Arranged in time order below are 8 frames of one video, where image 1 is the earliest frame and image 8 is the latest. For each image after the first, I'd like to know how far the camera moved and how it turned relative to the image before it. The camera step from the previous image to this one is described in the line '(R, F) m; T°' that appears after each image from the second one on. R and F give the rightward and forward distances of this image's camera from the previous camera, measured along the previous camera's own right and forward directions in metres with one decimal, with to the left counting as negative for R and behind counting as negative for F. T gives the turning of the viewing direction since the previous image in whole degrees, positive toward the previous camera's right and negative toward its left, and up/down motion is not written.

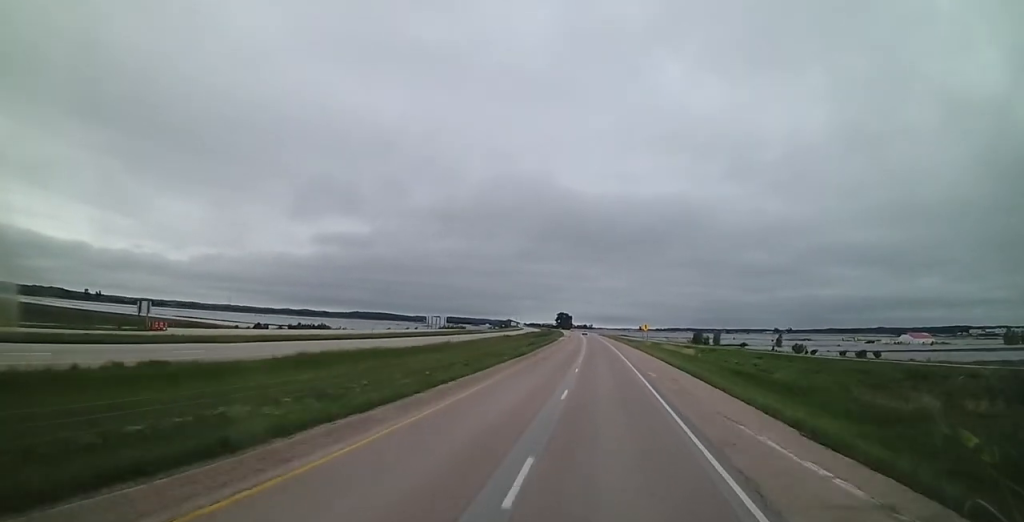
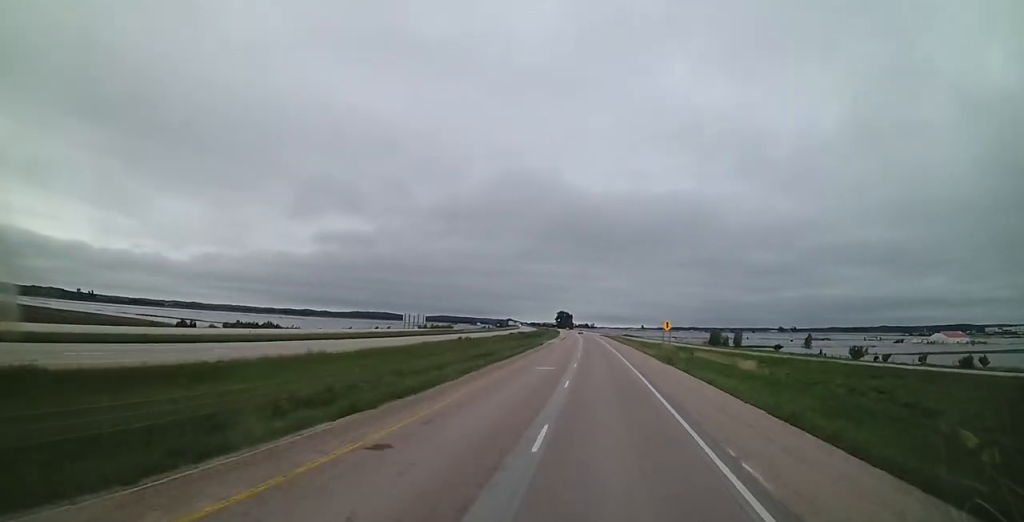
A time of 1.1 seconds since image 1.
(-0.1, +32.9) m; 0°
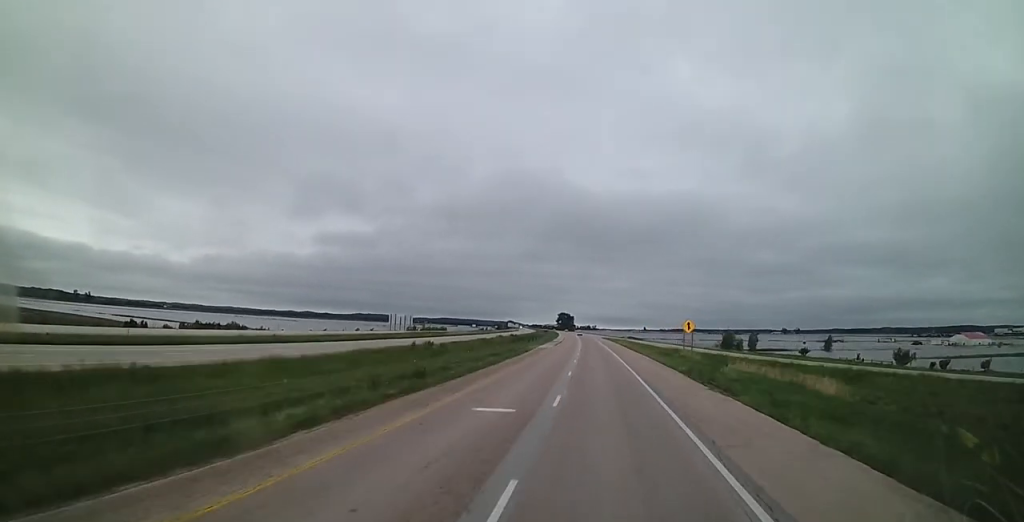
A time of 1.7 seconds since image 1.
(0.0, +17.4) m; 0°
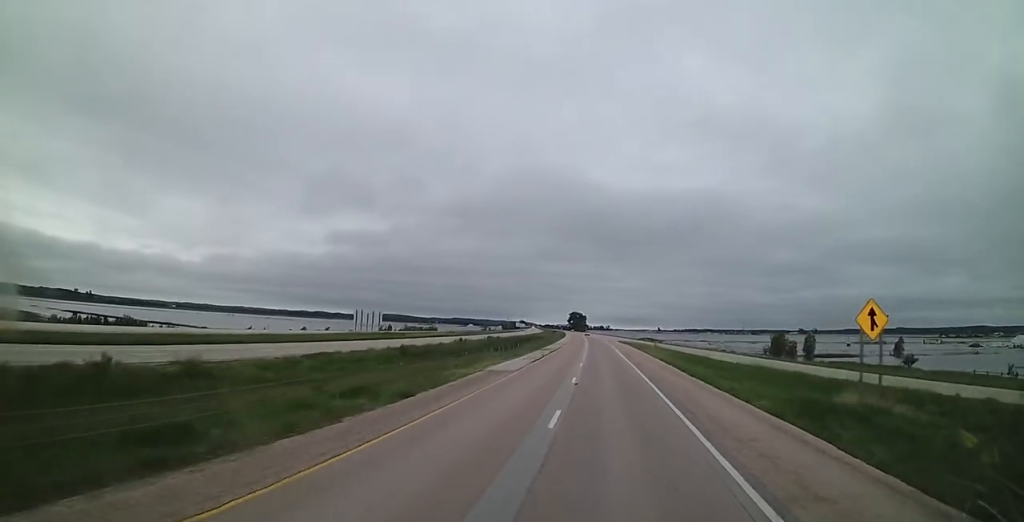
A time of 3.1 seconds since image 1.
(-0.1, +40.5) m; 0°
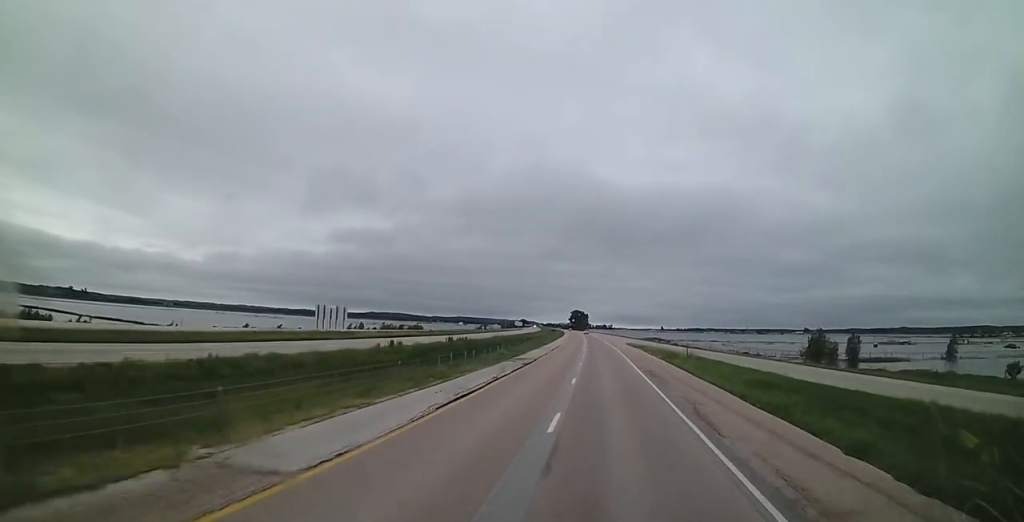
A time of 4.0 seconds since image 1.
(+0.1, +25.1) m; 0°
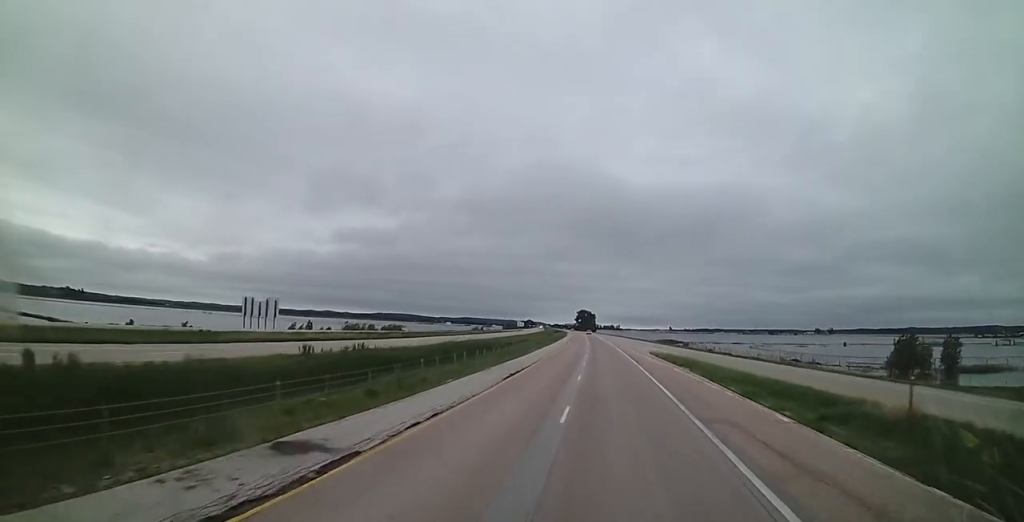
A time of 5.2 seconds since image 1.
(-0.4, +34.8) m; -2°
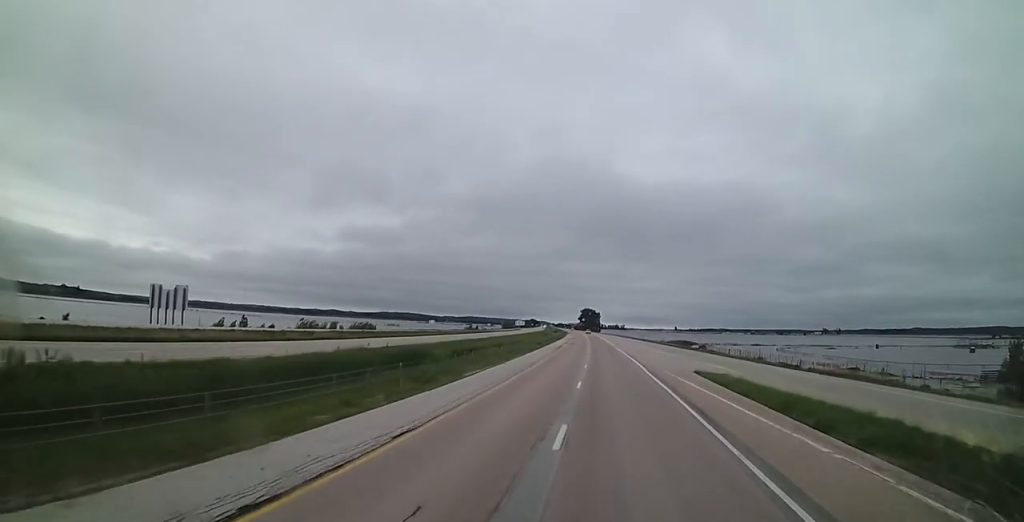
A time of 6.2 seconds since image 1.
(-0.4, +28.1) m; 0°
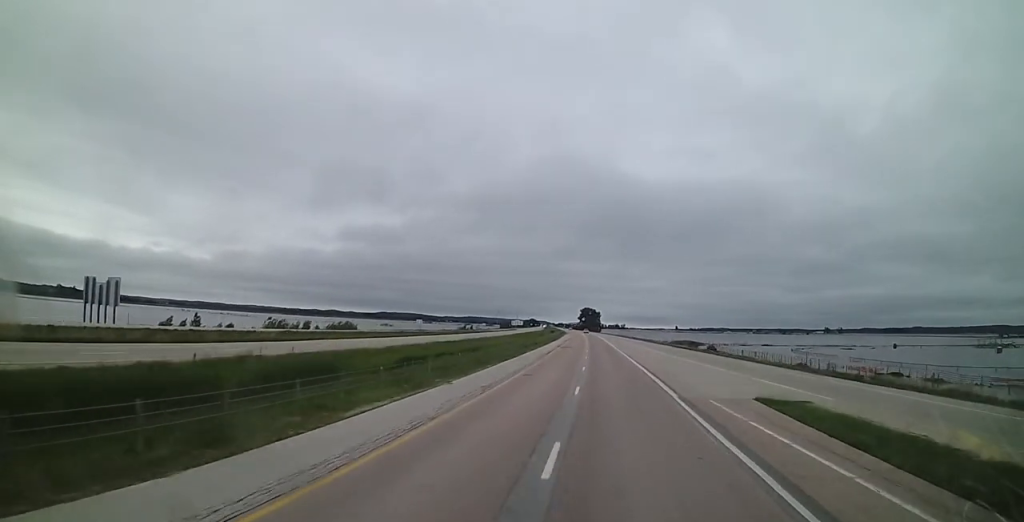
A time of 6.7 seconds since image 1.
(+0.1, +14.5) m; 0°
